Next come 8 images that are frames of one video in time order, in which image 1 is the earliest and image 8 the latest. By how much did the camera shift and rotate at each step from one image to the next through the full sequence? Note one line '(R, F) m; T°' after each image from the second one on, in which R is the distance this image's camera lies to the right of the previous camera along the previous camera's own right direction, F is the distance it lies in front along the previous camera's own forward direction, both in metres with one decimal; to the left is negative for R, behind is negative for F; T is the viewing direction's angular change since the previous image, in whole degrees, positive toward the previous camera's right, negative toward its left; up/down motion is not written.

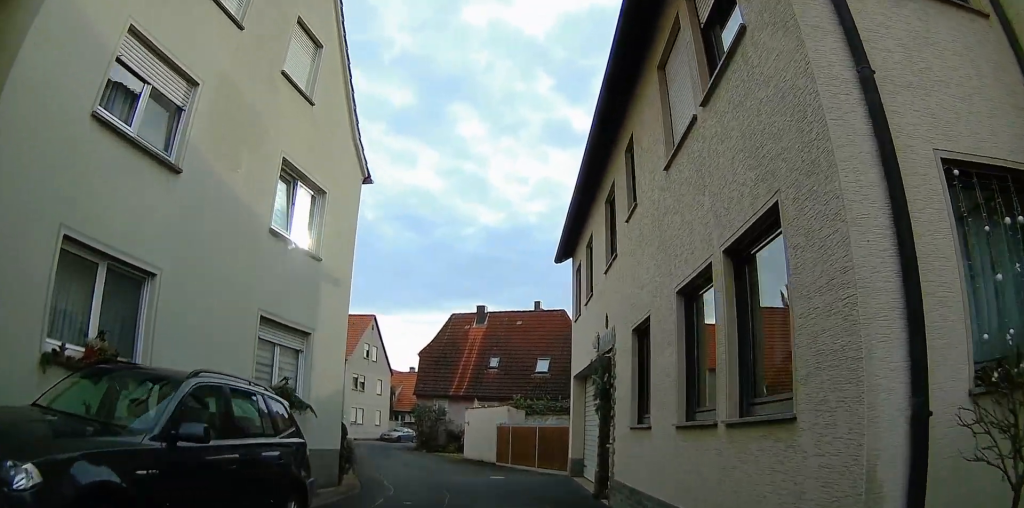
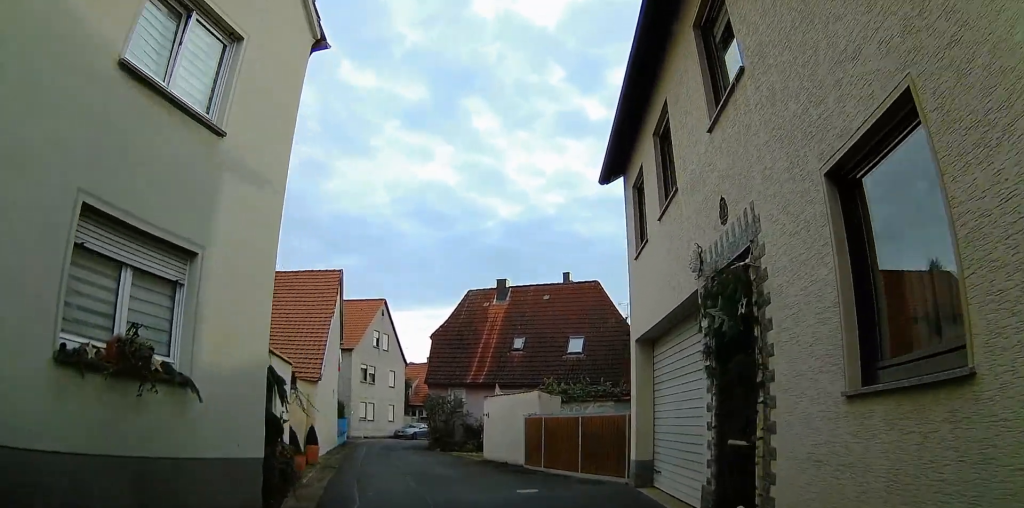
(0.0, +4.2) m; 0°
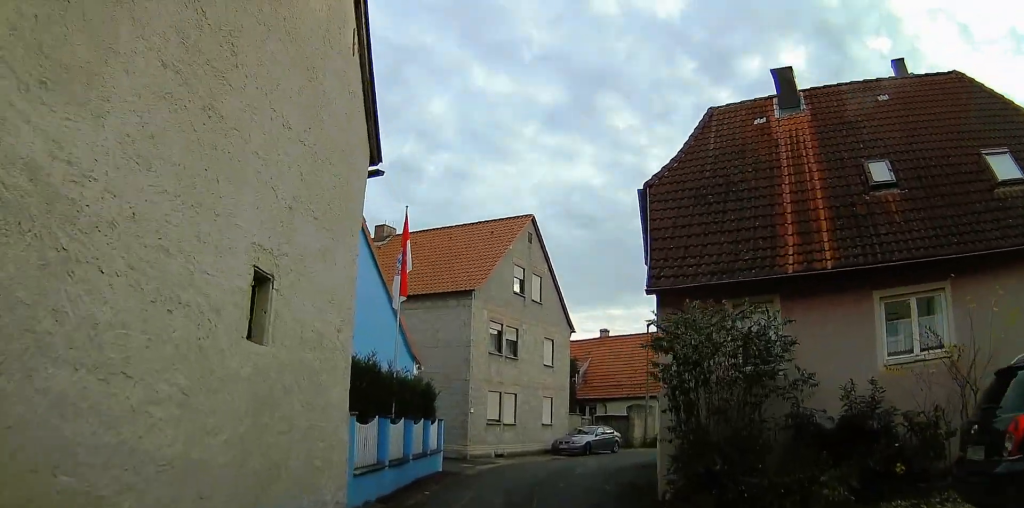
(-0.4, +18.5) m; -21°
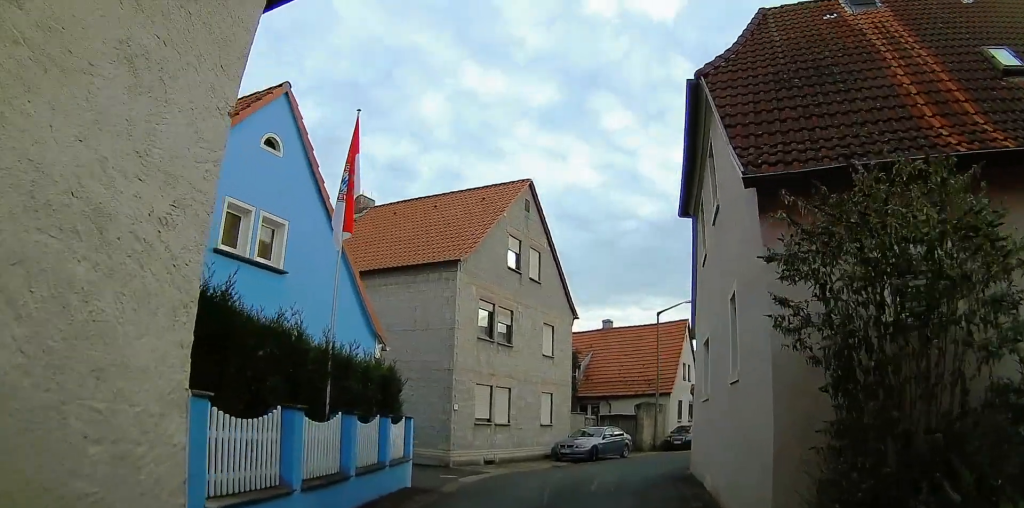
(-0.7, +4.4) m; -5°
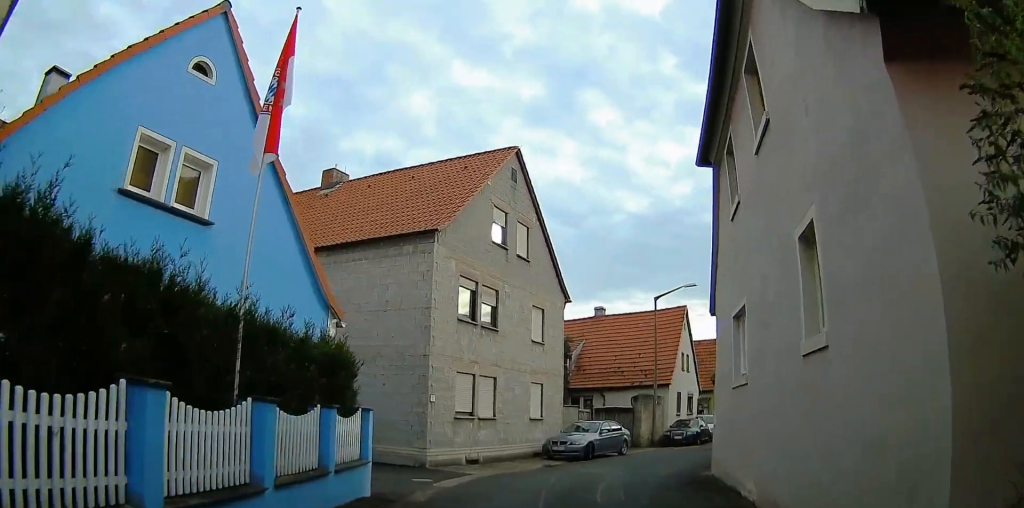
(-0.2, +2.8) m; +6°
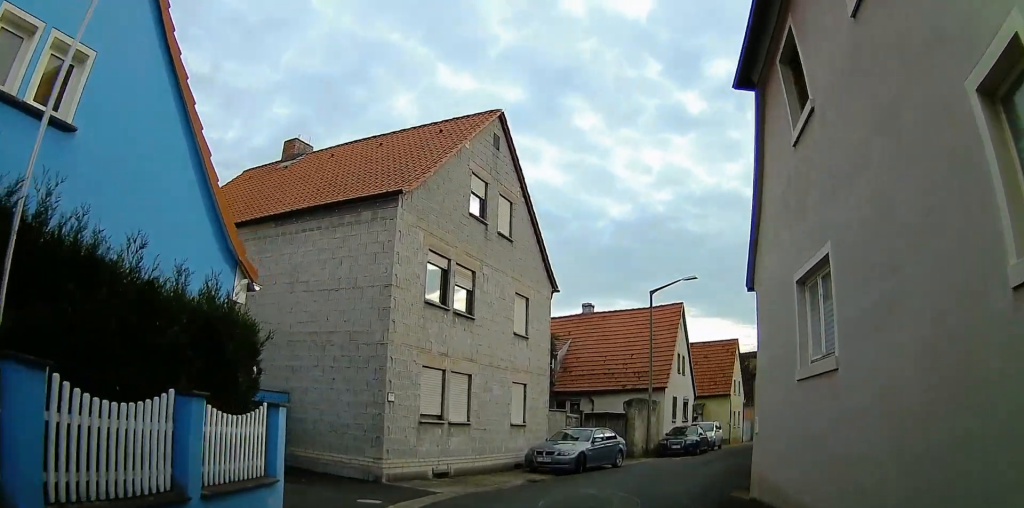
(+0.2, +3.5) m; +8°
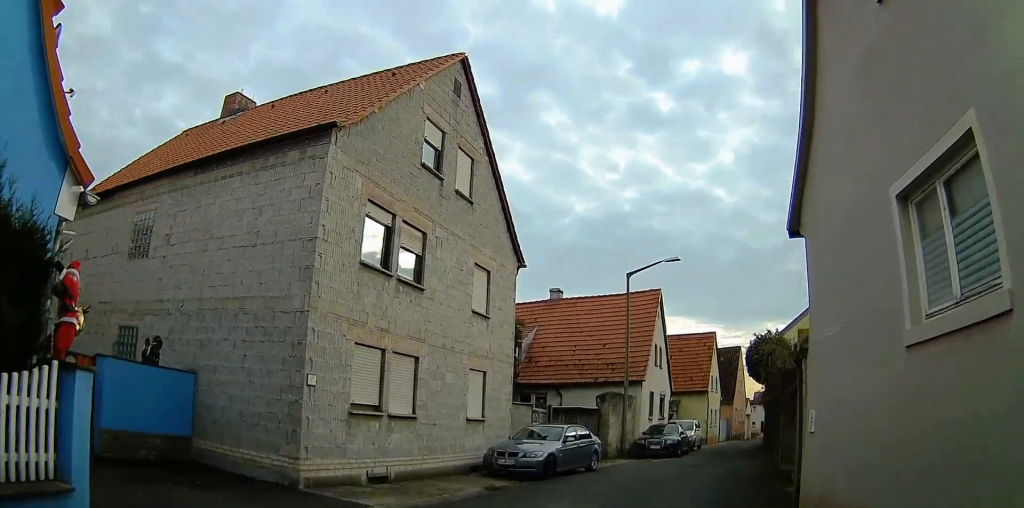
(+0.6, +3.5) m; +9°
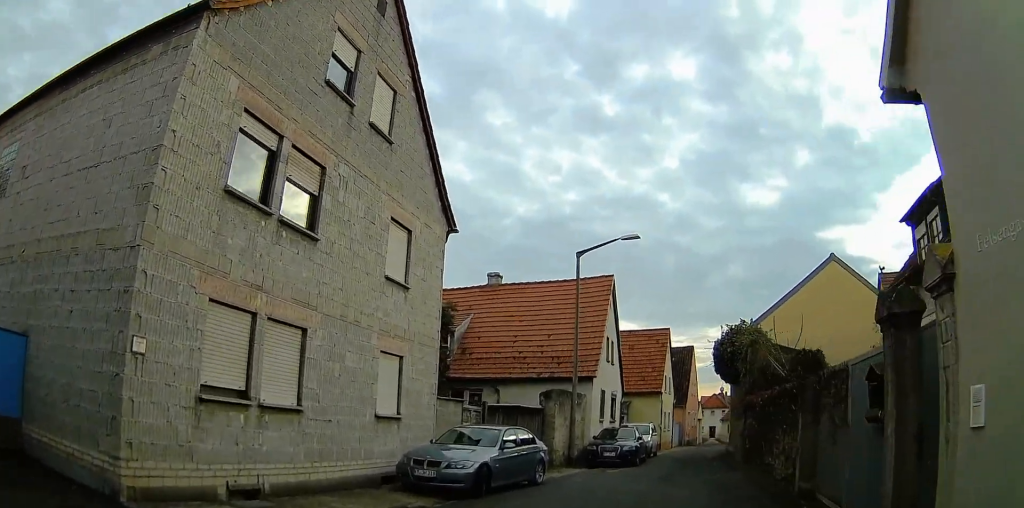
(+0.2, +4.1) m; +3°
